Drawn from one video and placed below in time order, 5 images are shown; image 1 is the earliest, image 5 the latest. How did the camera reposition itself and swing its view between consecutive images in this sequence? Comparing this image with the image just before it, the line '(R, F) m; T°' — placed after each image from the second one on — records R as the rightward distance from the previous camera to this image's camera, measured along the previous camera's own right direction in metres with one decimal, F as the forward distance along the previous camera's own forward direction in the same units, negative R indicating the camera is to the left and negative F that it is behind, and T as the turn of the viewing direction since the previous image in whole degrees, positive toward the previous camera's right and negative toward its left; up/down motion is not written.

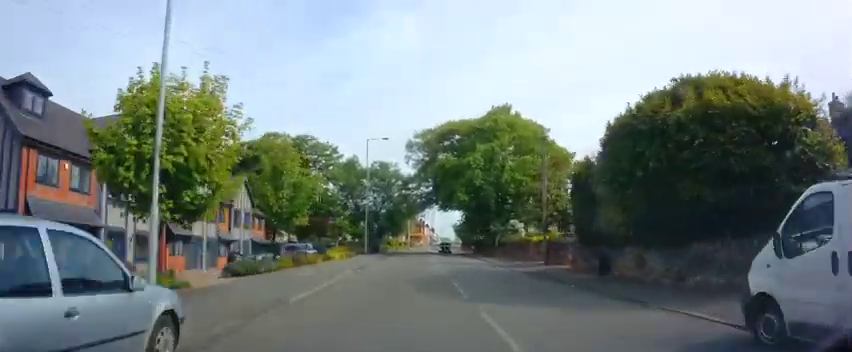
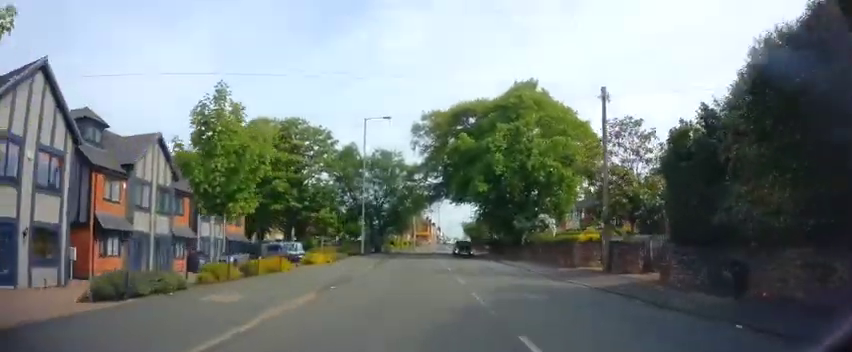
(+0.2, +8.2) m; +1°
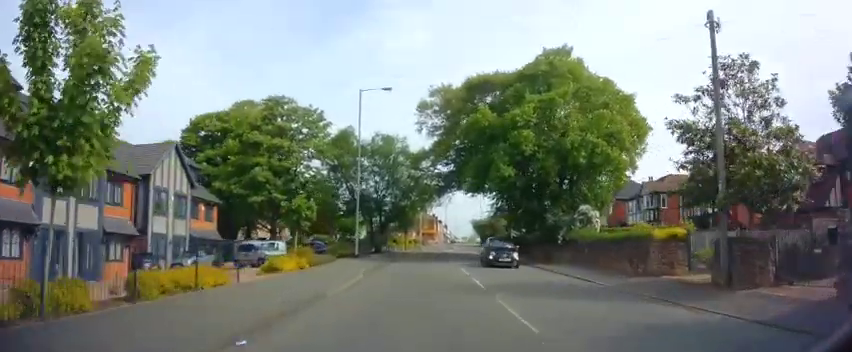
(+0.2, +7.9) m; 0°
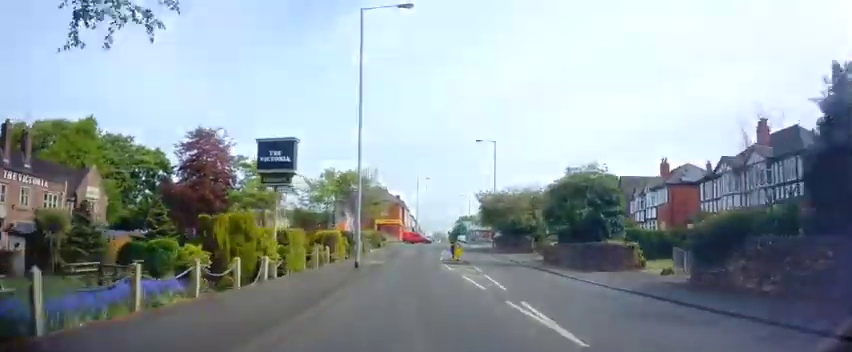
(+0.7, +53.3) m; +3°
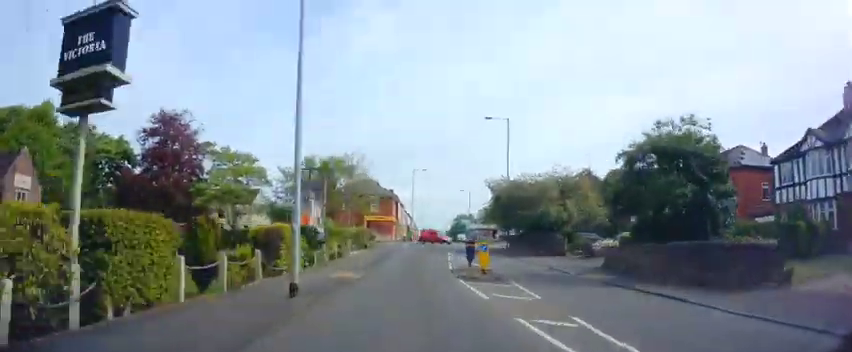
(-0.1, +9.8) m; -1°
